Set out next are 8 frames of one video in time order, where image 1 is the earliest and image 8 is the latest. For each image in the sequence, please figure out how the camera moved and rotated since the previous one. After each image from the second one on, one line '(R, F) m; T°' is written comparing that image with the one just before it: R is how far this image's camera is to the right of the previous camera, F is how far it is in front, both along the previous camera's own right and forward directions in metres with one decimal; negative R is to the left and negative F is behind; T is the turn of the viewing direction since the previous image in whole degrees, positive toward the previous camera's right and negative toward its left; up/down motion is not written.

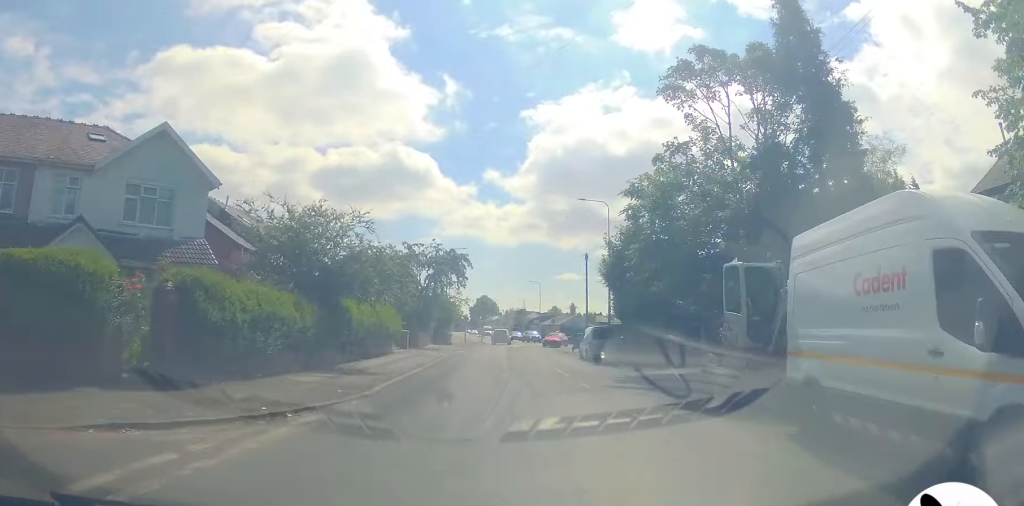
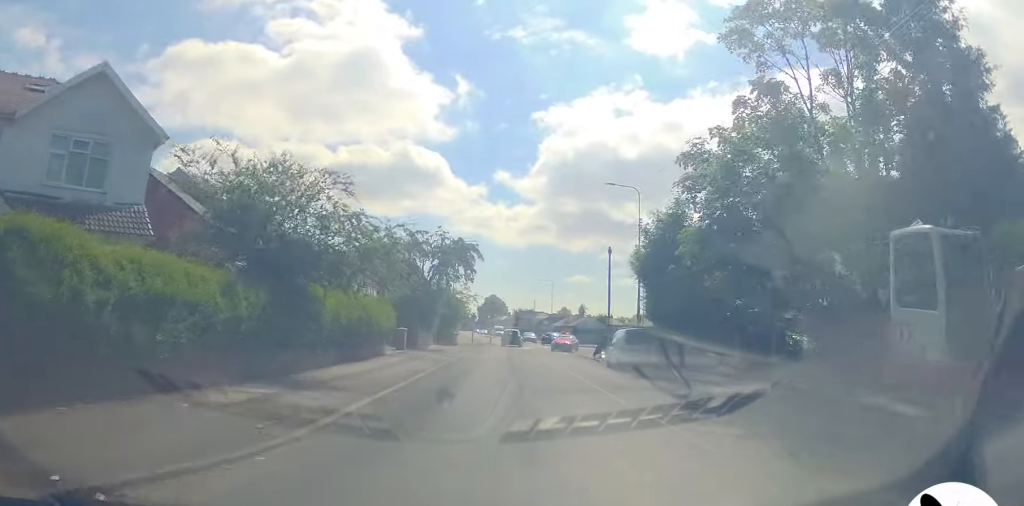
(-0.3, +5.2) m; -2°
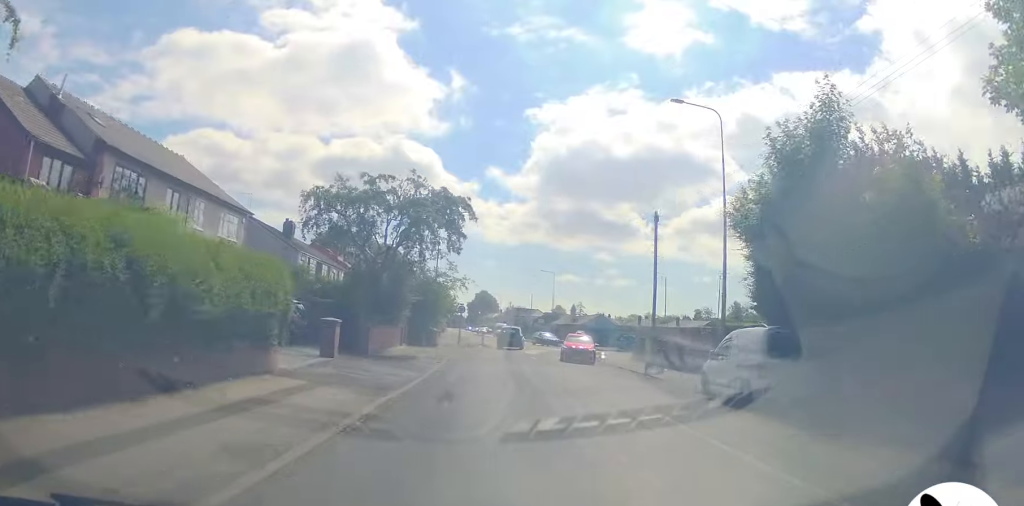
(+0.1, +13.7) m; +3°
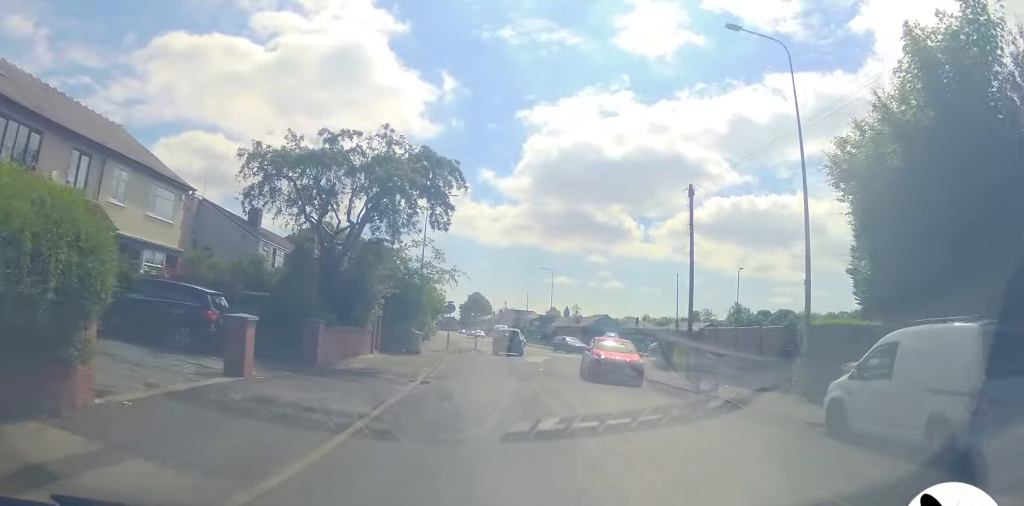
(+0.3, +6.7) m; 0°
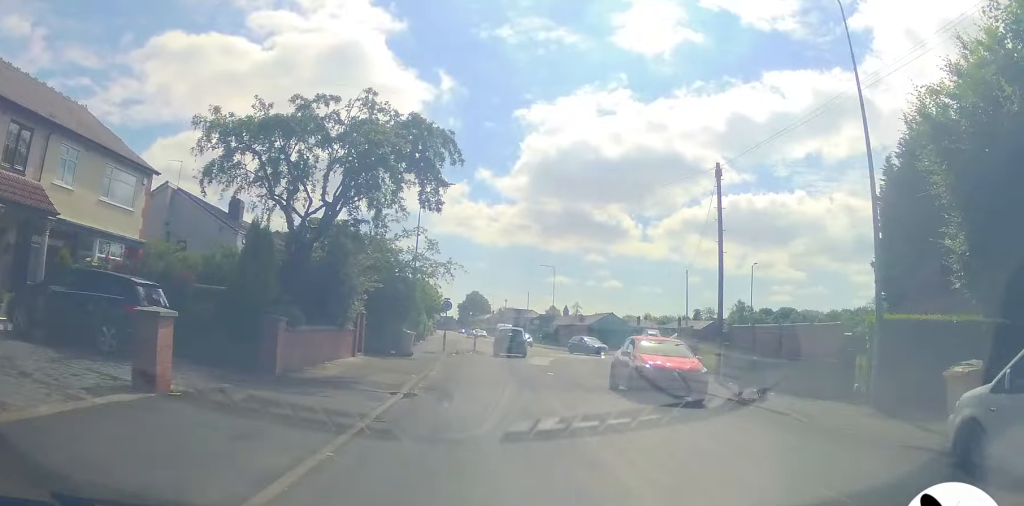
(-0.2, +3.3) m; -1°
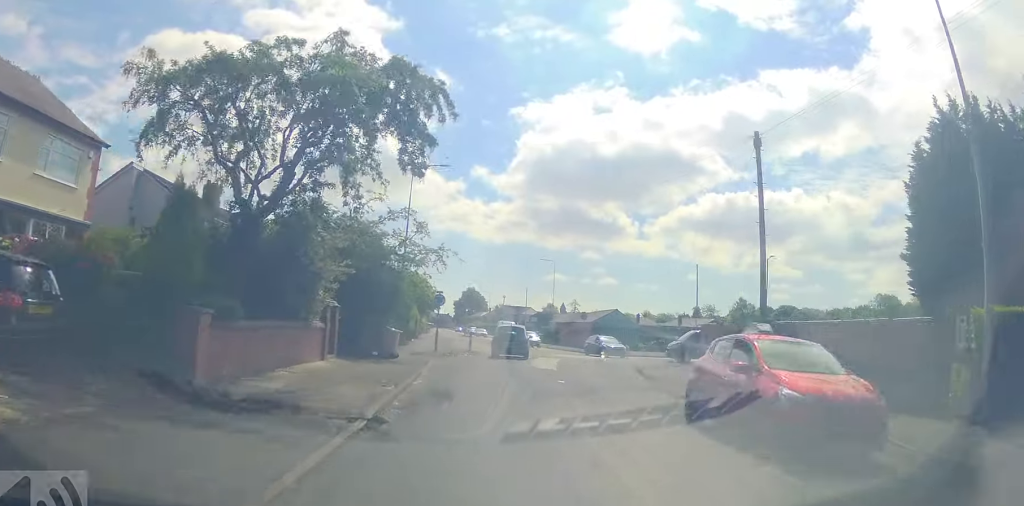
(-0.1, +3.8) m; -1°
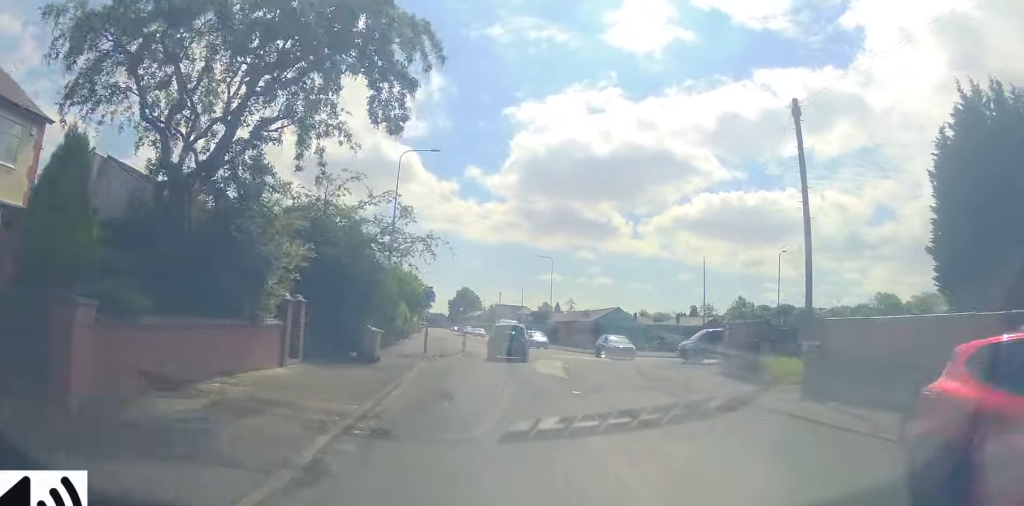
(0.0, +3.1) m; +2°
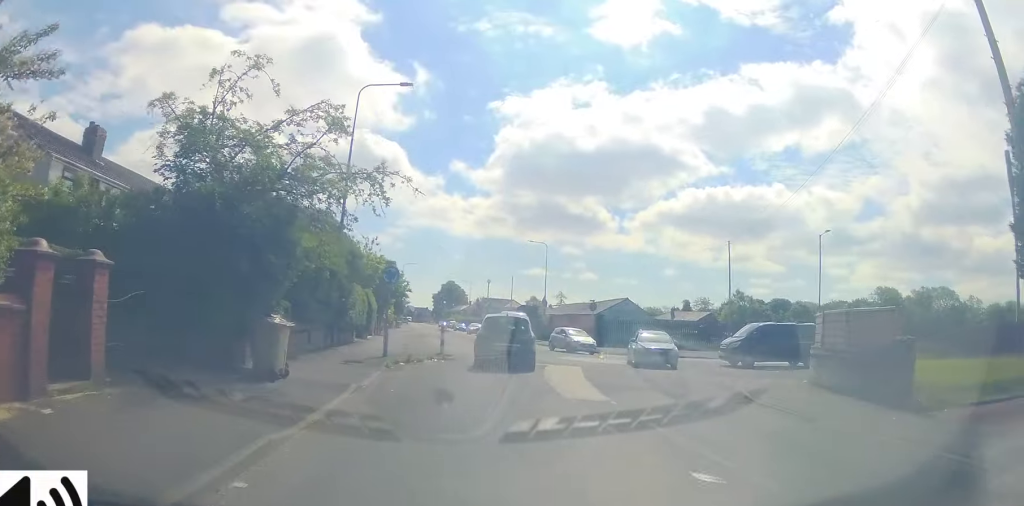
(+0.5, +8.6) m; +3°
